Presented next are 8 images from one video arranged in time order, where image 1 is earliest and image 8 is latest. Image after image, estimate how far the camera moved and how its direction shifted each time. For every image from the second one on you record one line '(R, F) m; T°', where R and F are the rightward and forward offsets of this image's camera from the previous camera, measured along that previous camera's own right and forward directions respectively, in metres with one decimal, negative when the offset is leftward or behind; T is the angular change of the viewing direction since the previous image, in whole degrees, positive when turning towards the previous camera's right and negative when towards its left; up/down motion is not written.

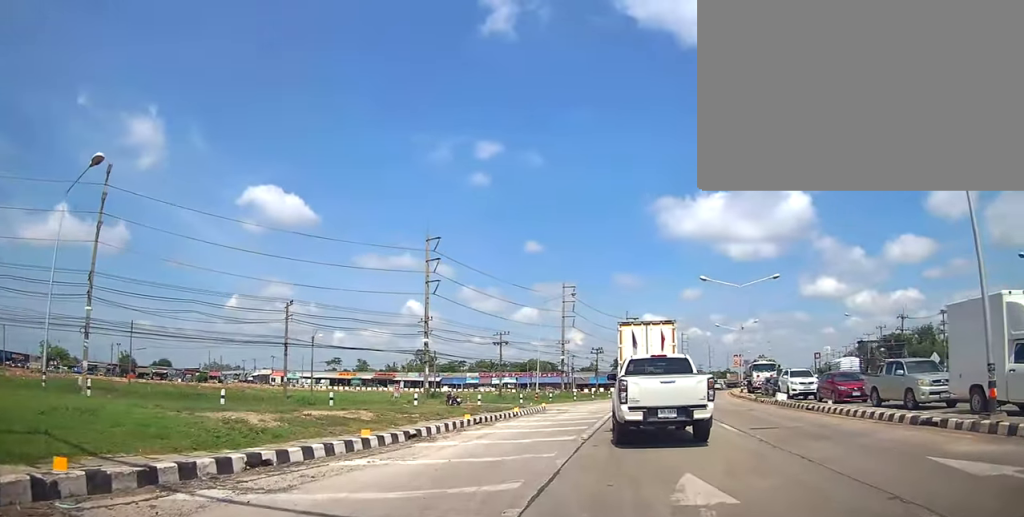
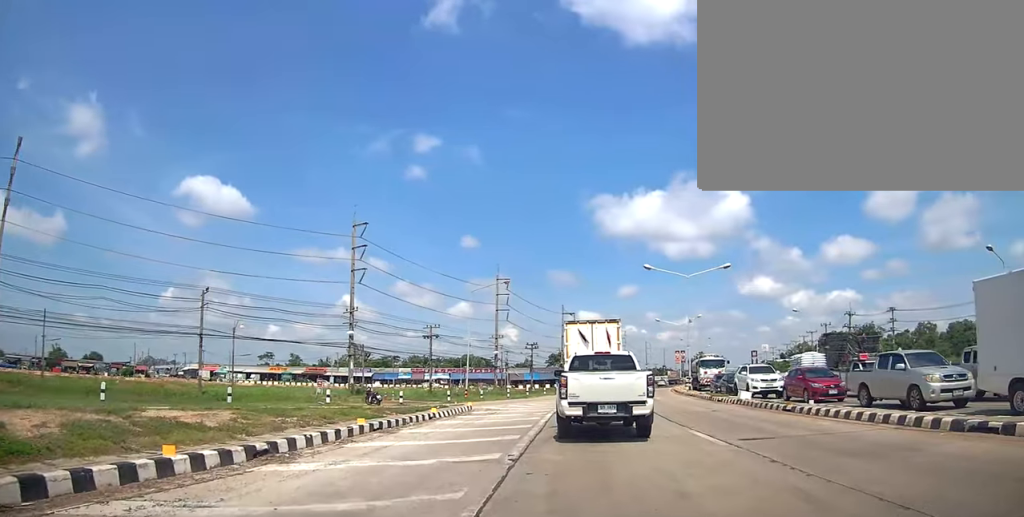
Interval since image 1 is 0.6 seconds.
(-0.2, +3.7) m; +4°
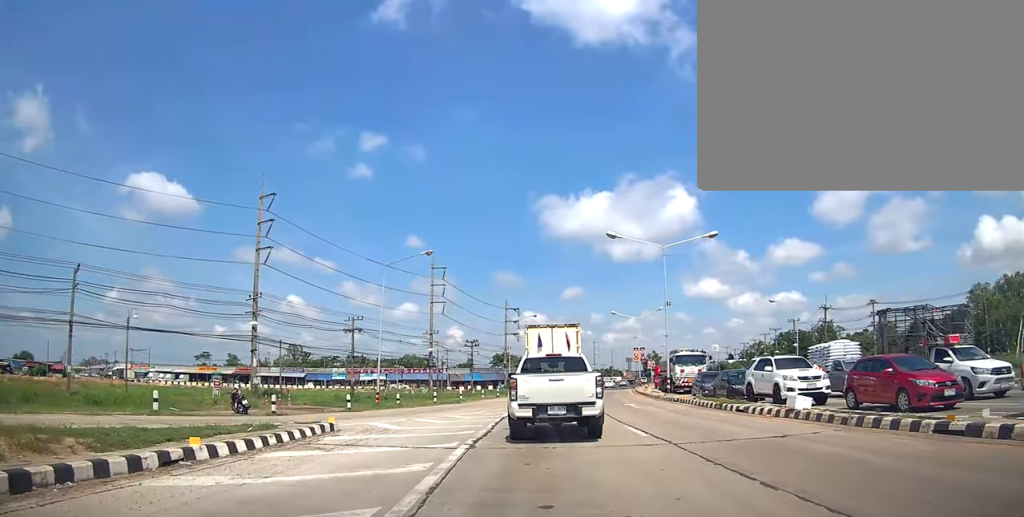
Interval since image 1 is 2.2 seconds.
(+1.5, +9.9) m; +11°
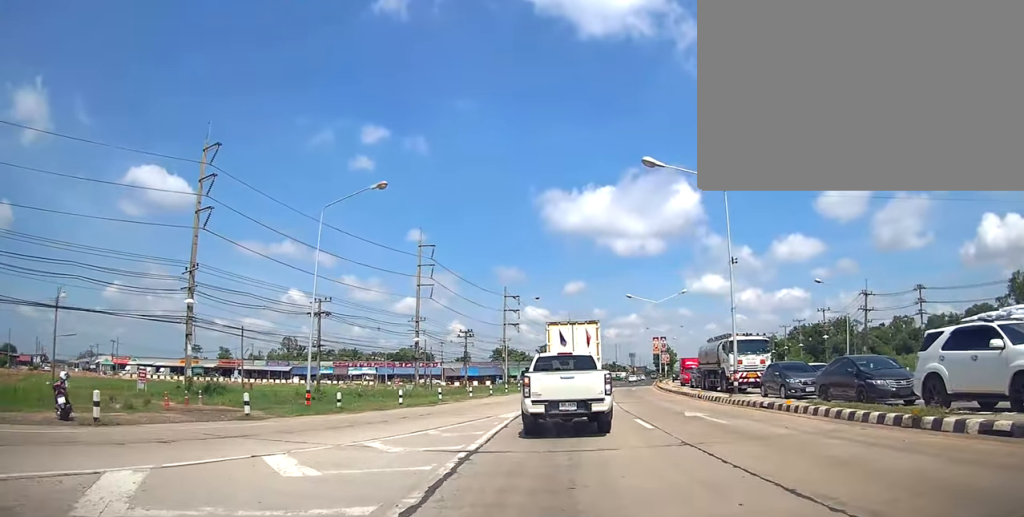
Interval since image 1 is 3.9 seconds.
(-0.1, +11.5) m; -3°
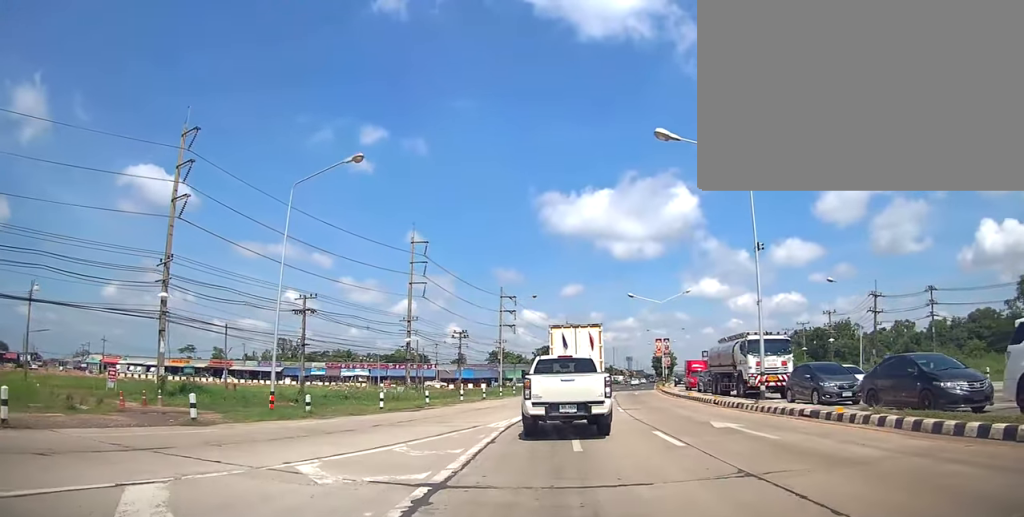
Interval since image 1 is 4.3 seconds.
(-0.1, +3.2) m; 0°
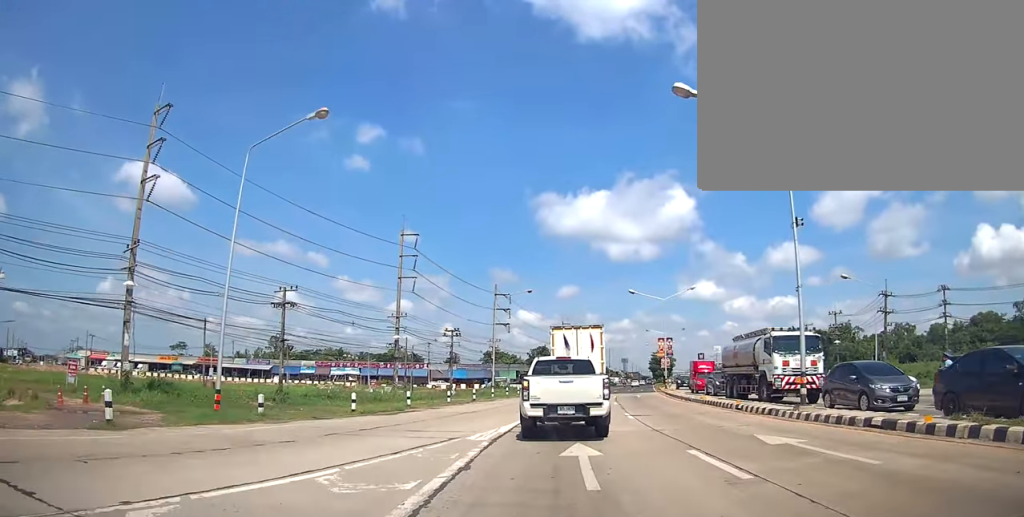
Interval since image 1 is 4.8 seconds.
(-0.1, +3.6) m; 0°
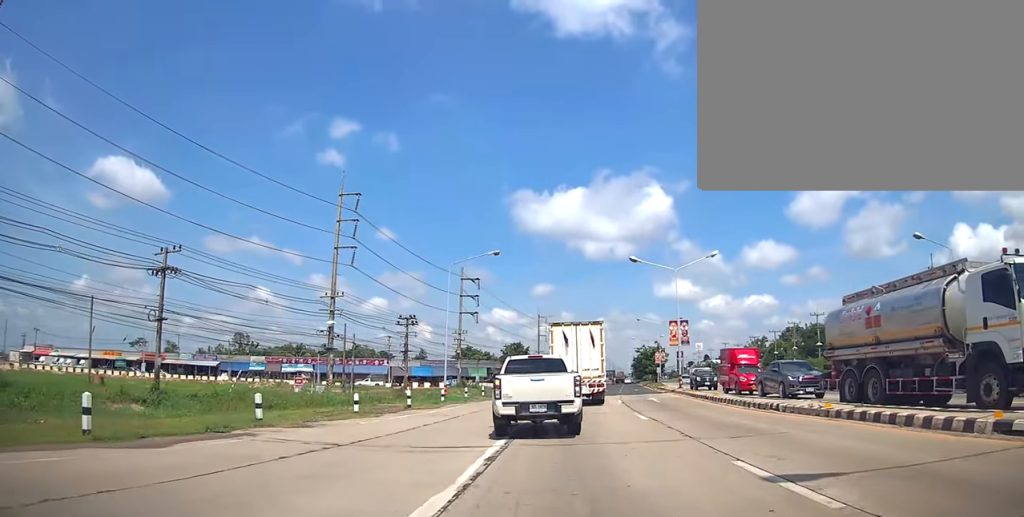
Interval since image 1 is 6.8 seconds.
(+0.4, +15.2) m; +2°
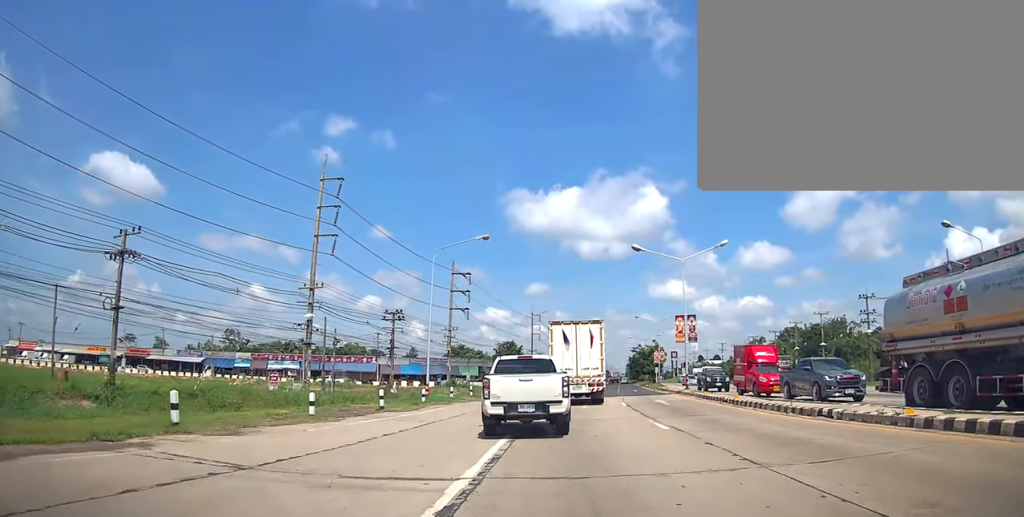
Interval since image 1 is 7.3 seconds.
(0.0, +3.9) m; 0°
